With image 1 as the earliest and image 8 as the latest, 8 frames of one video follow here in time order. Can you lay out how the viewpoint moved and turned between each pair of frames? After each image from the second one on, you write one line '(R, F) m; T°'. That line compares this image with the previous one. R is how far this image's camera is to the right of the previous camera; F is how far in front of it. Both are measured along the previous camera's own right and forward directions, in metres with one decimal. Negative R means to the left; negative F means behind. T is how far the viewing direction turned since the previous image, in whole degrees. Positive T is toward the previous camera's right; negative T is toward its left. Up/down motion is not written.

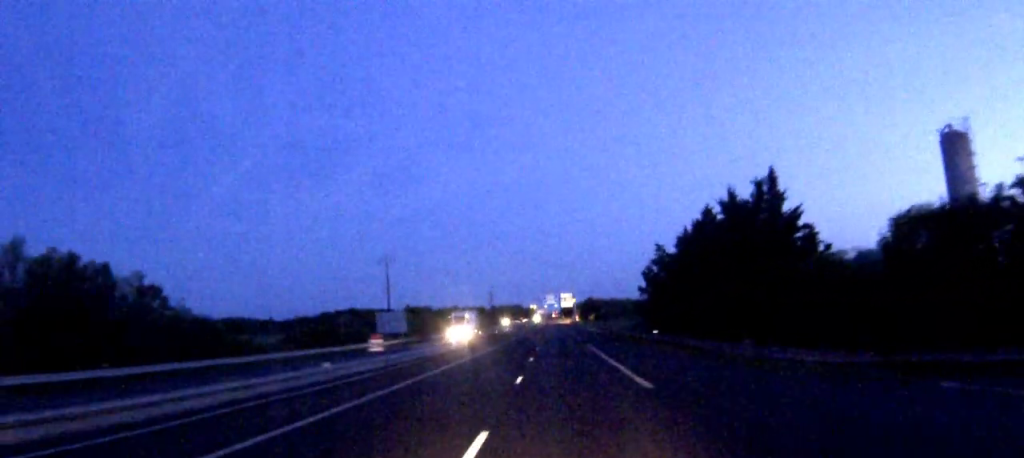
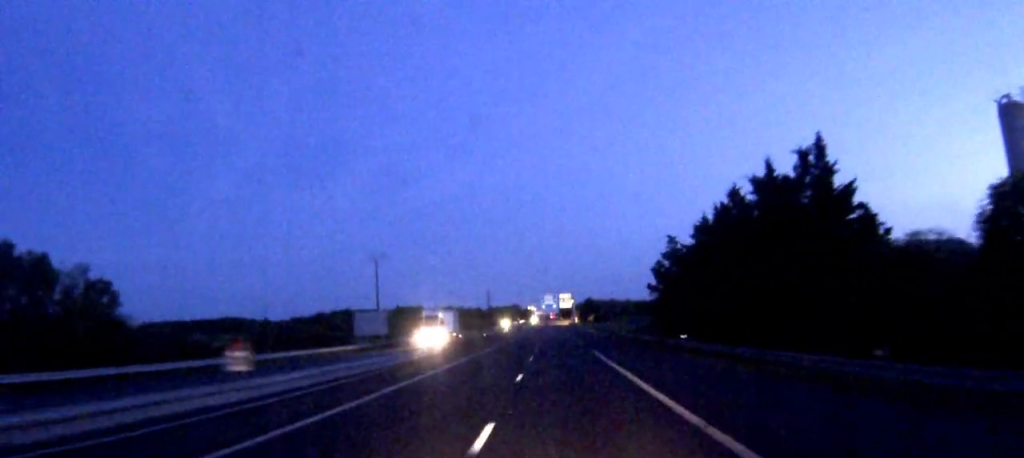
(0.0, +11.7) m; 0°
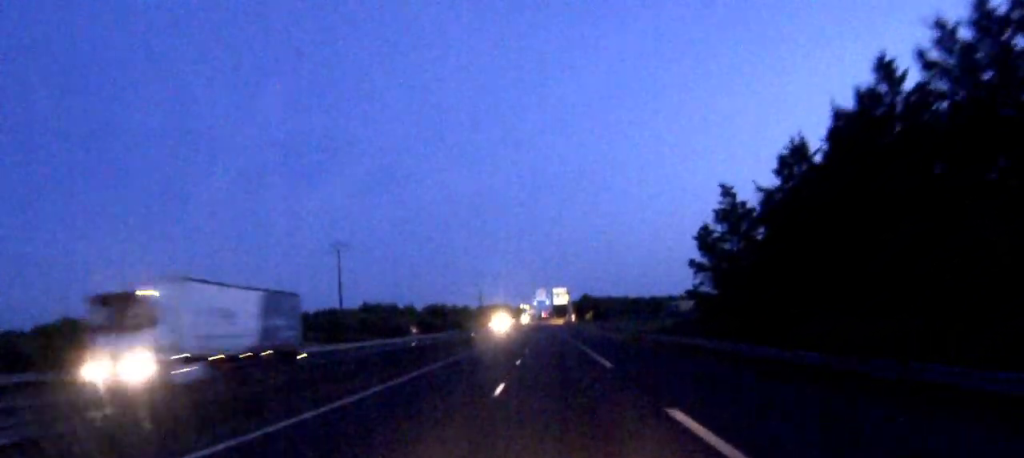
(+0.1, +31.7) m; 0°
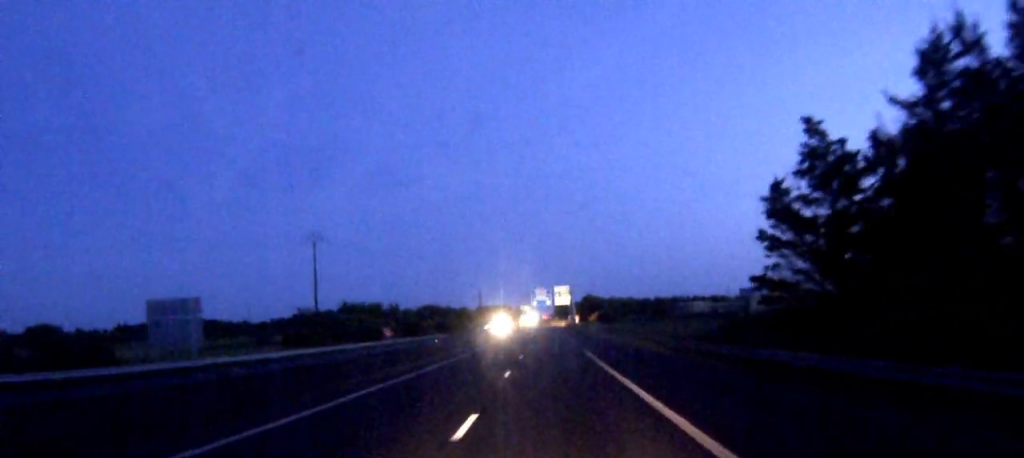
(0.0, +20.0) m; 0°
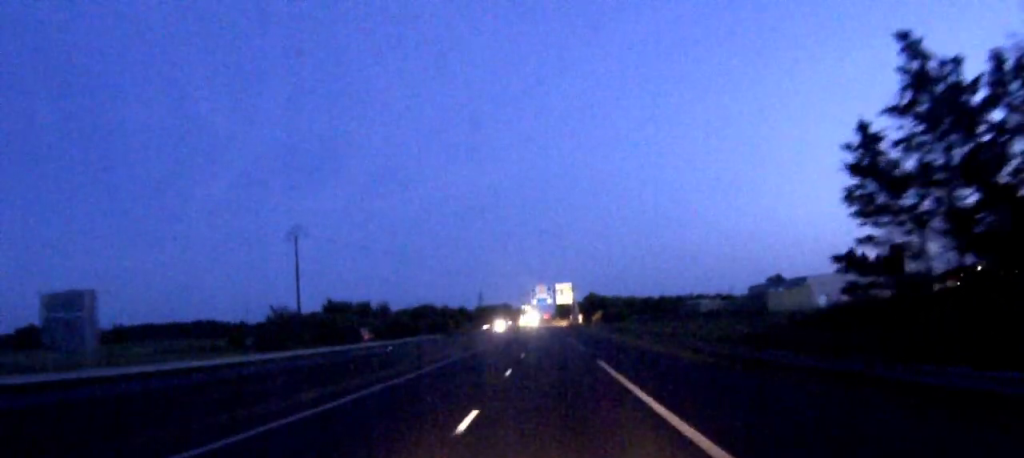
(0.0, +12.5) m; 0°
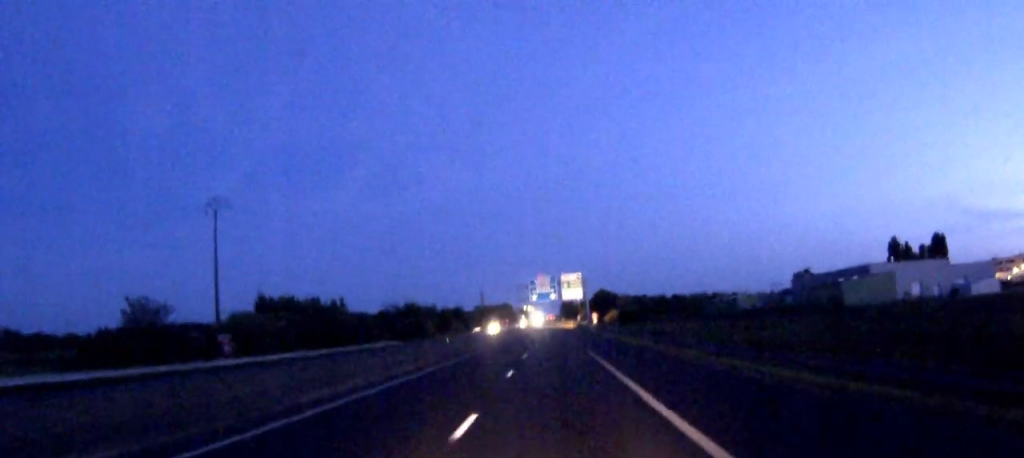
(-0.1, +40.2) m; 0°
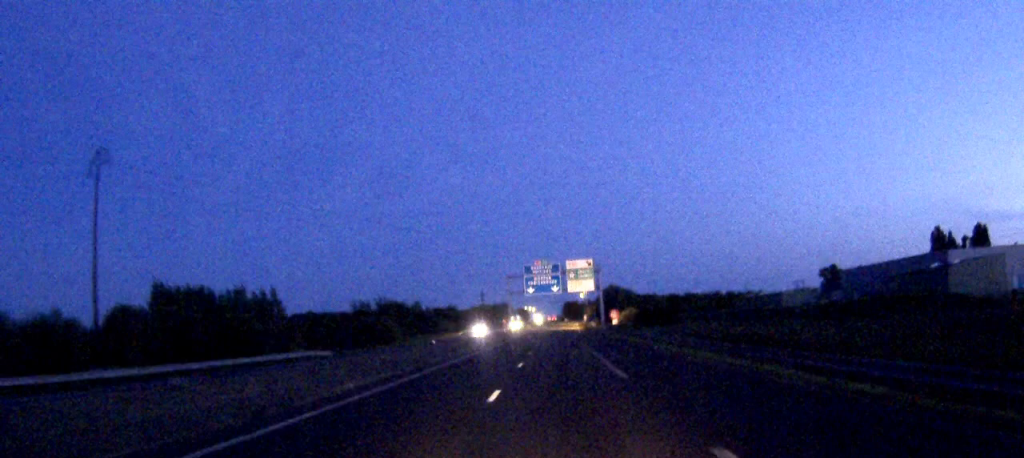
(+0.1, +34.4) m; 0°
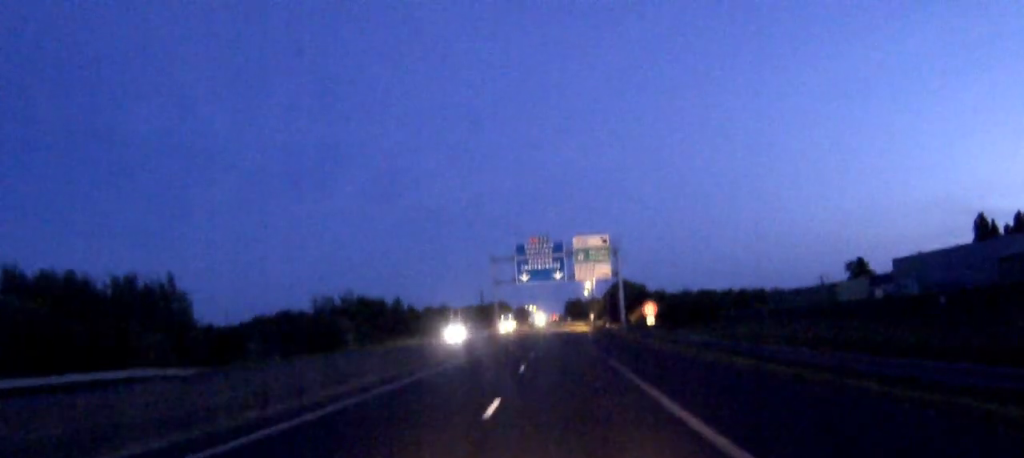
(-0.1, +29.3) m; 0°
